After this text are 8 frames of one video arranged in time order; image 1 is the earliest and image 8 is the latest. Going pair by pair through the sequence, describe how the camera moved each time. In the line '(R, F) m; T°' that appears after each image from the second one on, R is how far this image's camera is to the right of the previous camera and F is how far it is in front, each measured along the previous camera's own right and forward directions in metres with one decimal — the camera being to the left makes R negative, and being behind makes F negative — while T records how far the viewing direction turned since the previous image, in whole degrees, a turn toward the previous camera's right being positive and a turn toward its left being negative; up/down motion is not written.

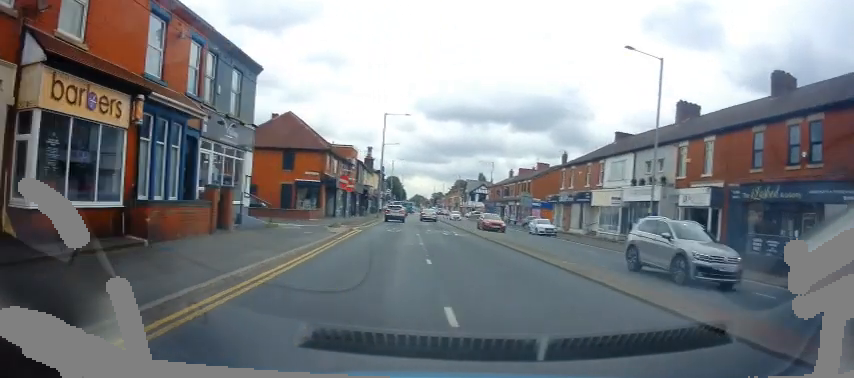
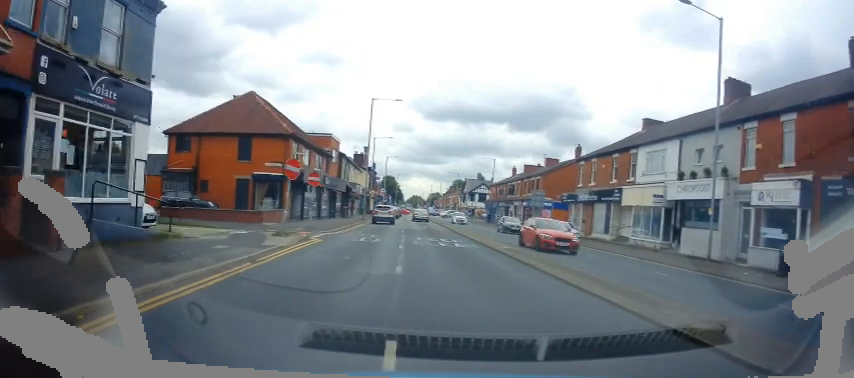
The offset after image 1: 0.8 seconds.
(0.0, +7.9) m; 0°
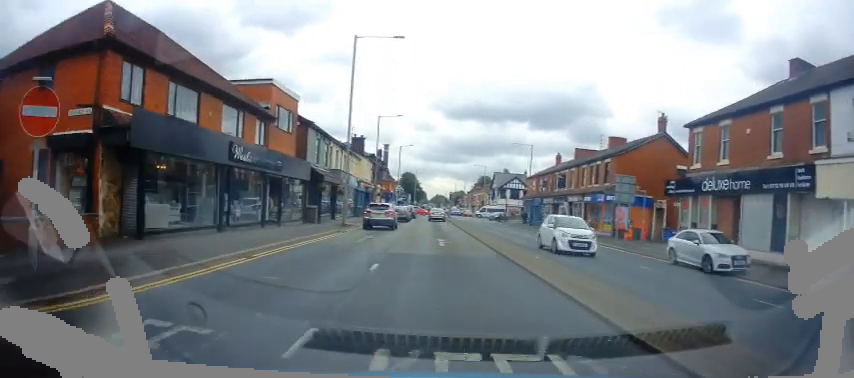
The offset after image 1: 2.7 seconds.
(-0.1, +17.5) m; 0°
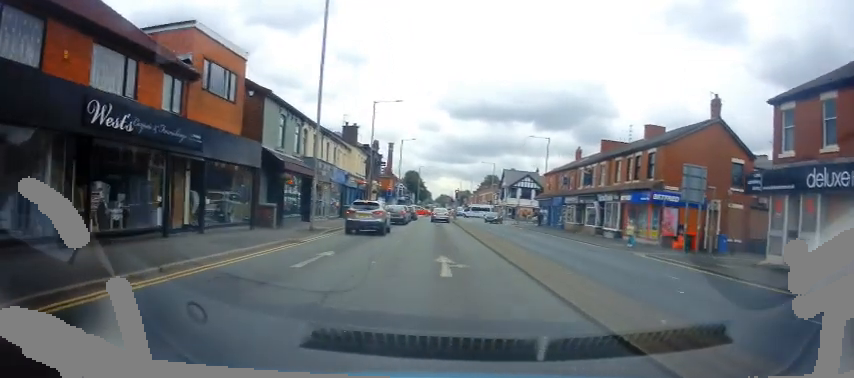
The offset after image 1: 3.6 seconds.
(-0.1, +7.7) m; -1°
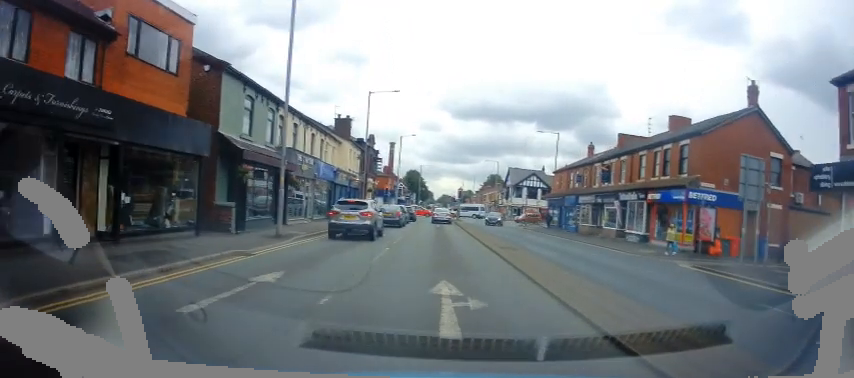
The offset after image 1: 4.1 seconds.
(+0.1, +4.3) m; -2°
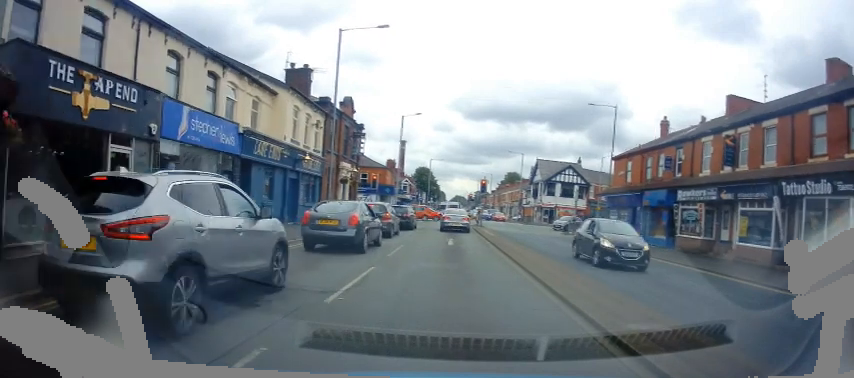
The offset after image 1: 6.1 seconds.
(-0.7, +17.0) m; -1°
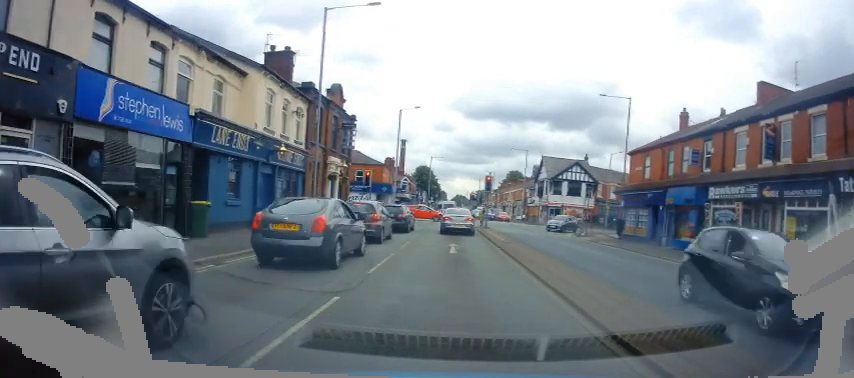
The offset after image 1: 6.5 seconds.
(0.0, +3.2) m; 0°
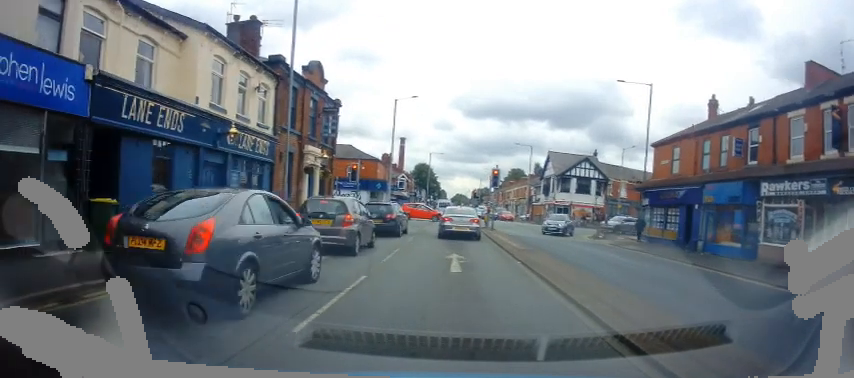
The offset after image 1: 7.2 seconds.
(0.0, +4.5) m; -2°
